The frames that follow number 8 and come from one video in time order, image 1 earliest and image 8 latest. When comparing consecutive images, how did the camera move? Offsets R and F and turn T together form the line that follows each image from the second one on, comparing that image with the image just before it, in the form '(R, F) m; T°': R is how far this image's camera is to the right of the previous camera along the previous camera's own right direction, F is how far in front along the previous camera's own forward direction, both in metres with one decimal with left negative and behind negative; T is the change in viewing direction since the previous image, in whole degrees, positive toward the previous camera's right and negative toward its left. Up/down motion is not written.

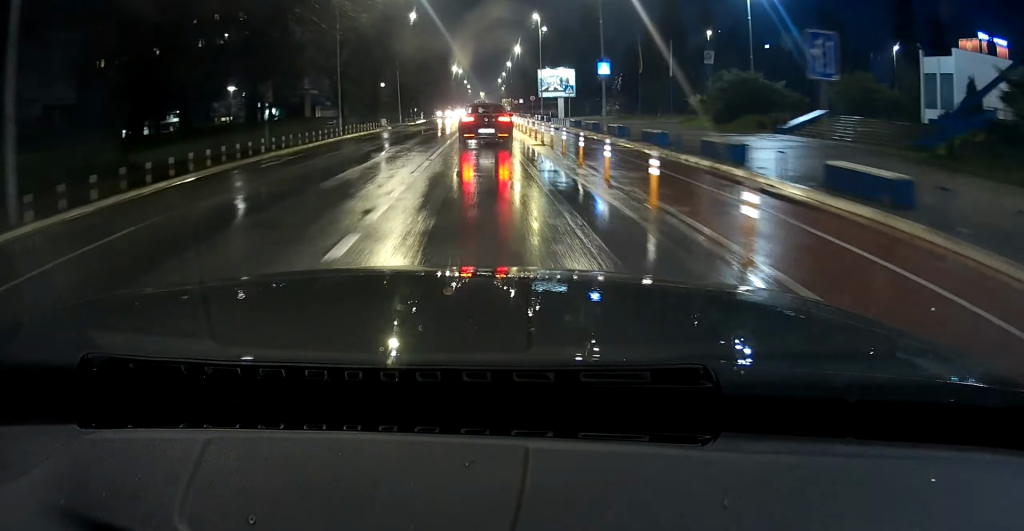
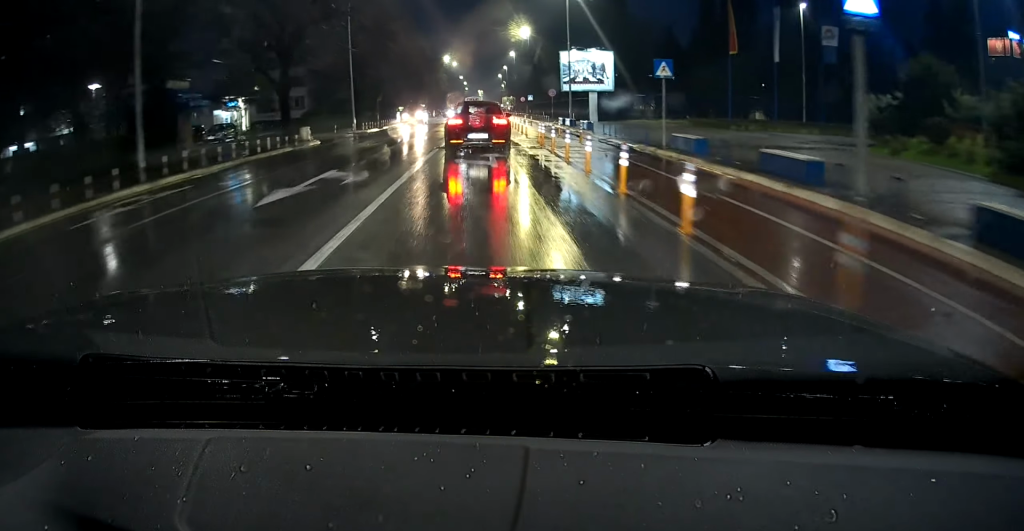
(0.0, +21.4) m; 0°
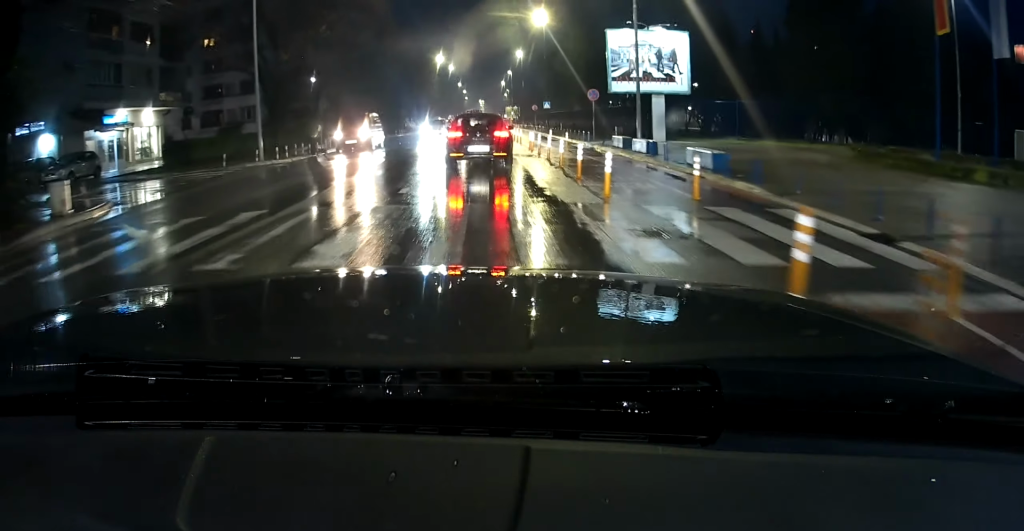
(-0.2, +21.6) m; 0°
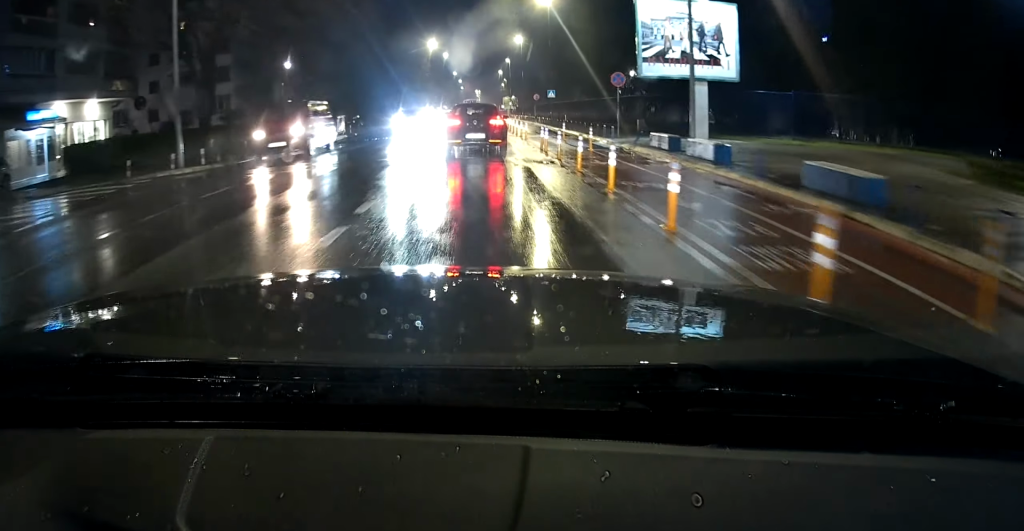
(-0.1, +8.8) m; 0°
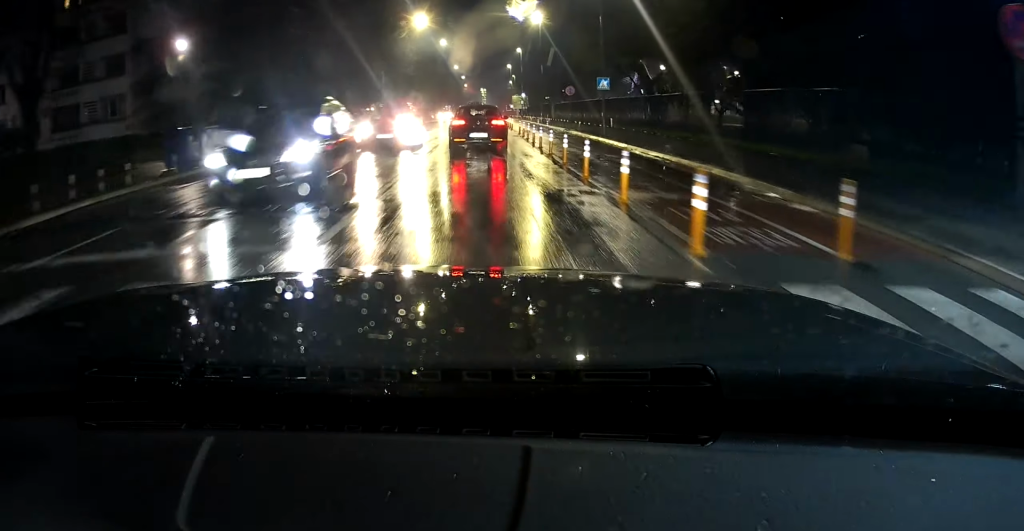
(+0.3, +23.4) m; 0°
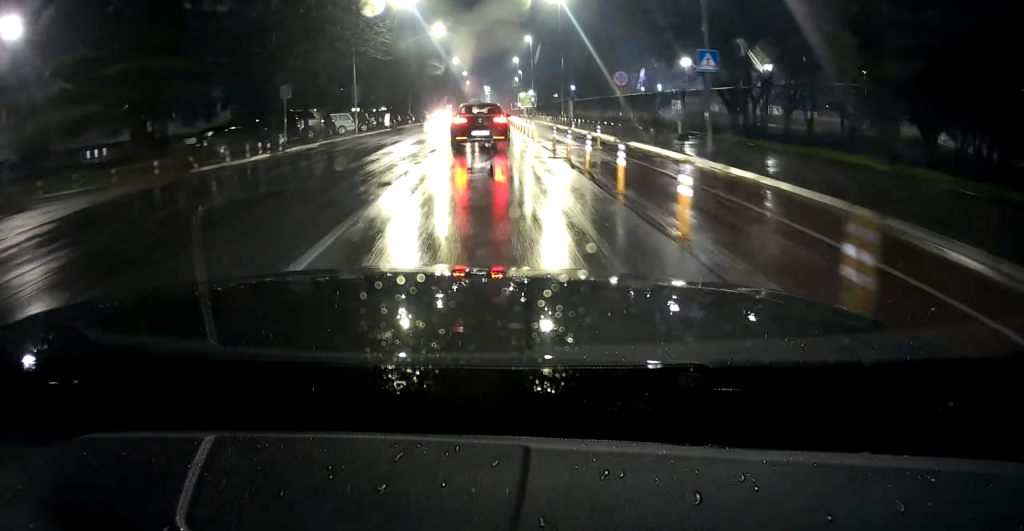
(-0.1, +15.3) m; -1°
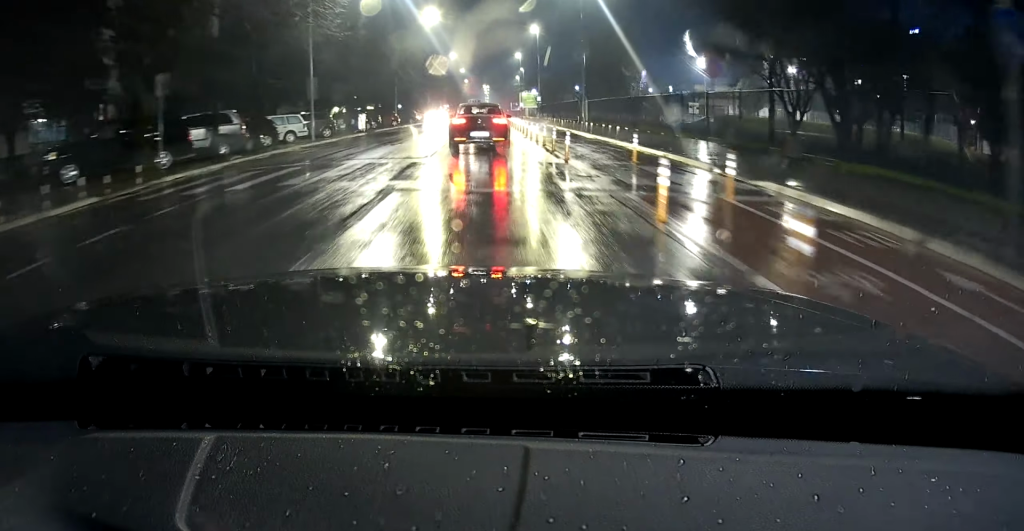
(0.0, +11.3) m; 0°
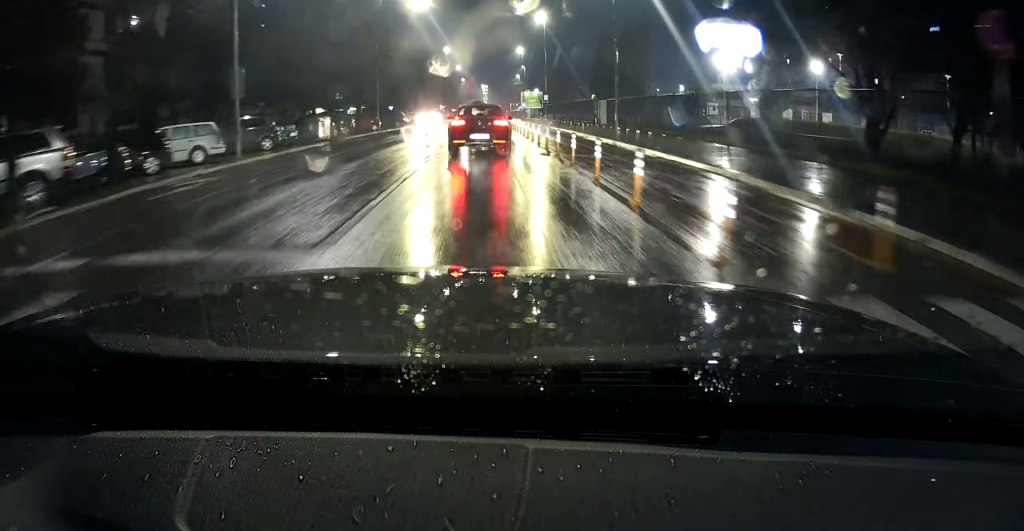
(-0.1, +10.3) m; 0°
